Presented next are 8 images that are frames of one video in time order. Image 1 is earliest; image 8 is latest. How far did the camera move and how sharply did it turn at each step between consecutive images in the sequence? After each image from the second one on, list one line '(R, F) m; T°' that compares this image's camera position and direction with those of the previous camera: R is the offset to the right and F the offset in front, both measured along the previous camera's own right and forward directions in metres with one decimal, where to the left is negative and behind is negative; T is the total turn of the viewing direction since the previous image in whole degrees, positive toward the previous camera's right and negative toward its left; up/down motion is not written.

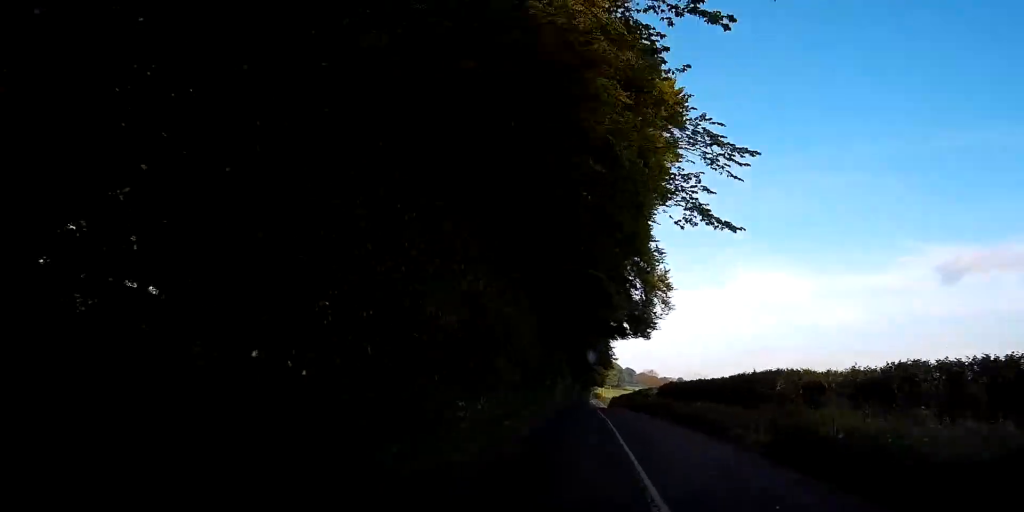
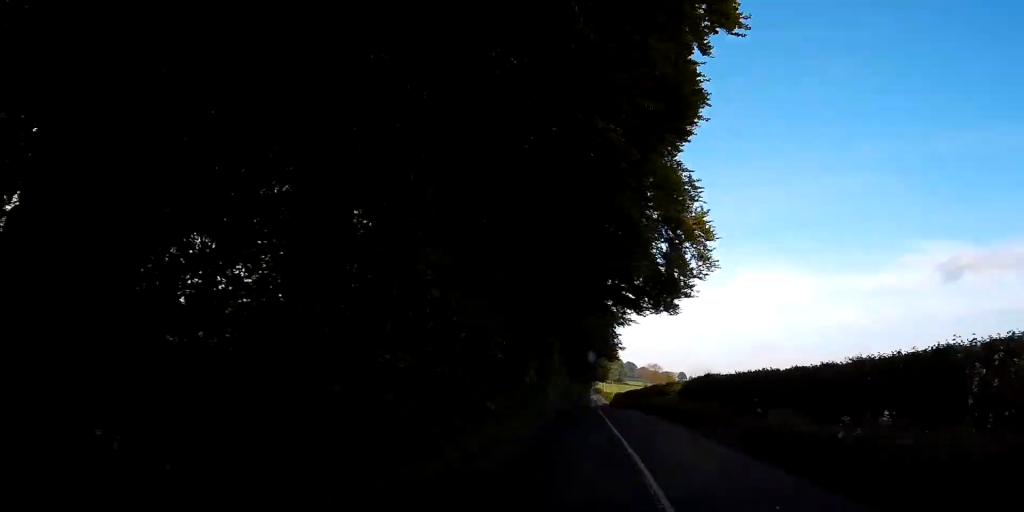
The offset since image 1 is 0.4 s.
(-0.1, +11.3) m; 0°
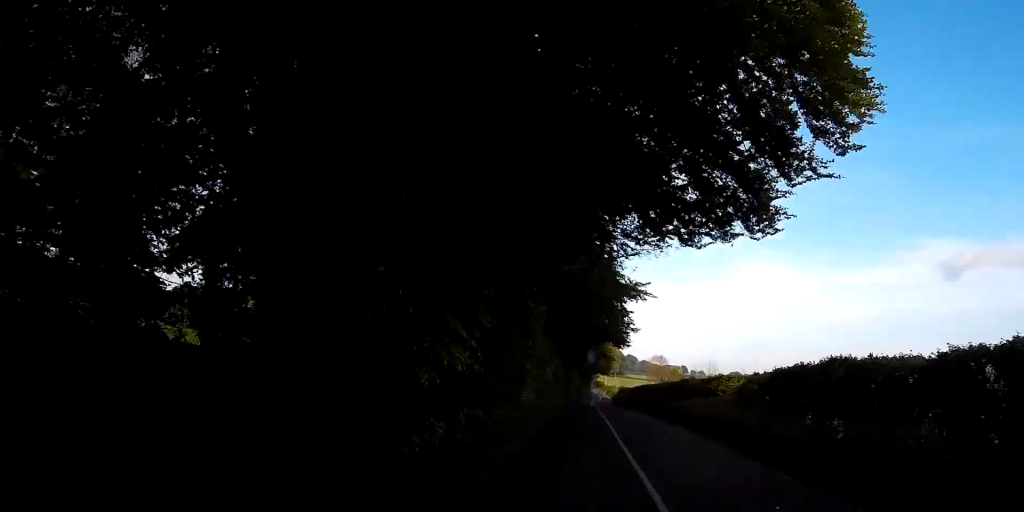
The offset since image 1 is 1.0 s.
(+0.2, +14.0) m; +1°
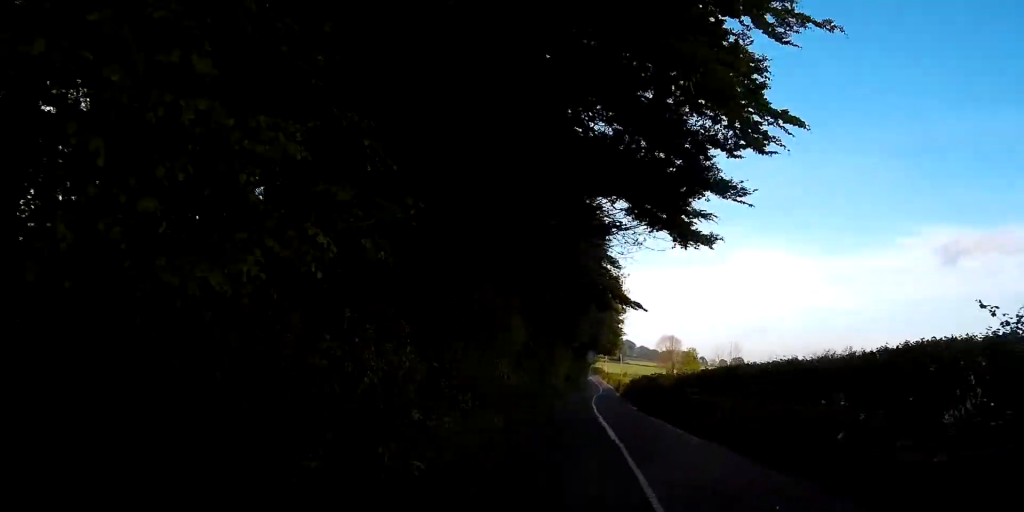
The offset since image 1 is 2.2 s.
(+0.2, +33.4) m; 0°
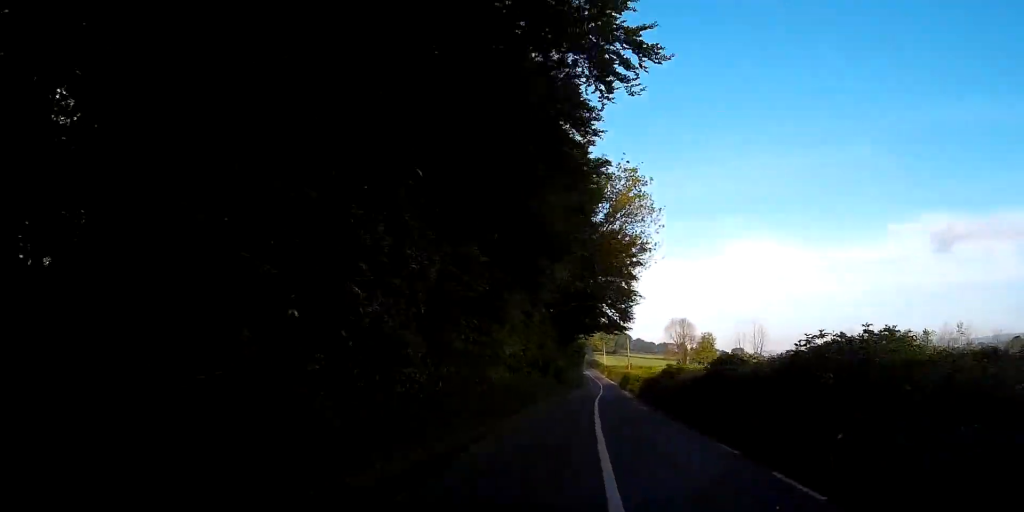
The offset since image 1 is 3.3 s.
(-0.4, +28.5) m; +1°
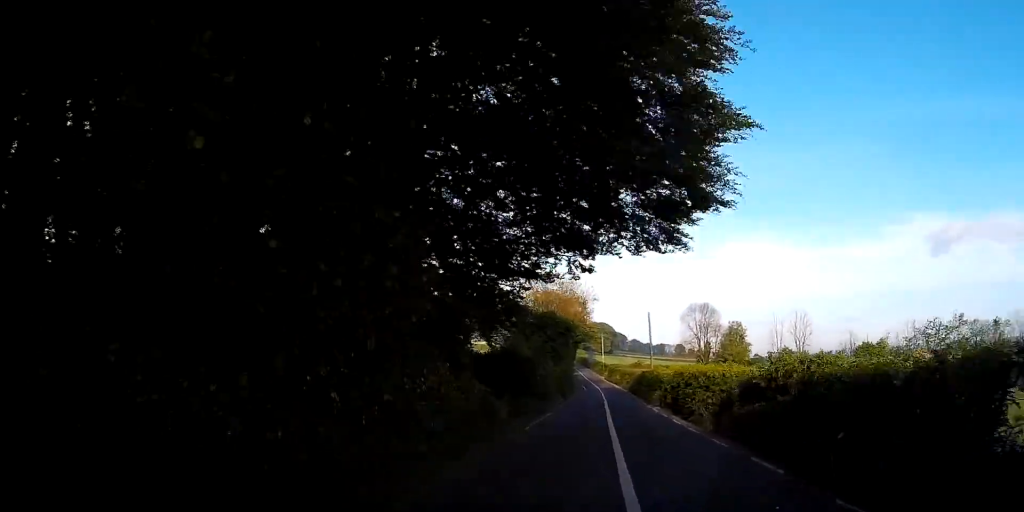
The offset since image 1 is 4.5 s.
(+0.8, +31.4) m; +1°
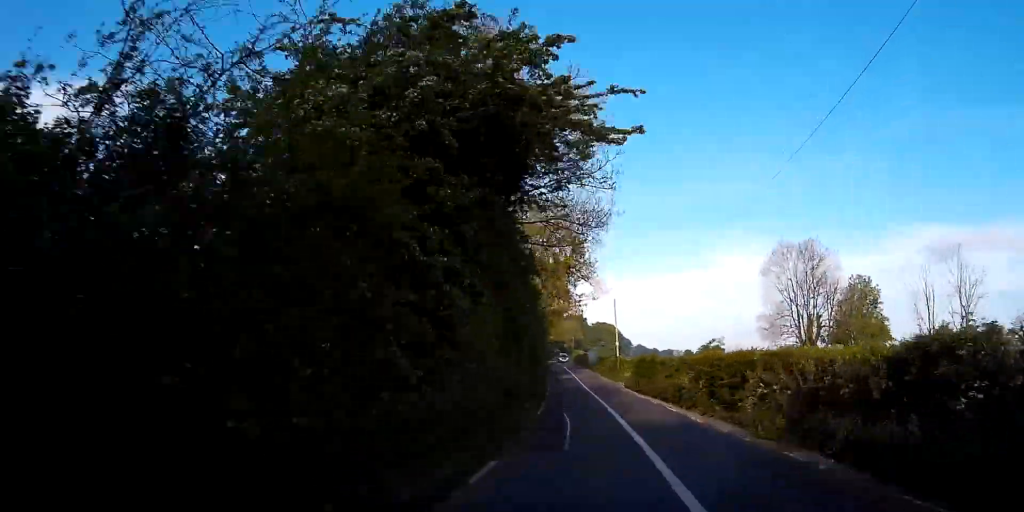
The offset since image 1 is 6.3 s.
(-1.4, +50.6) m; -3°
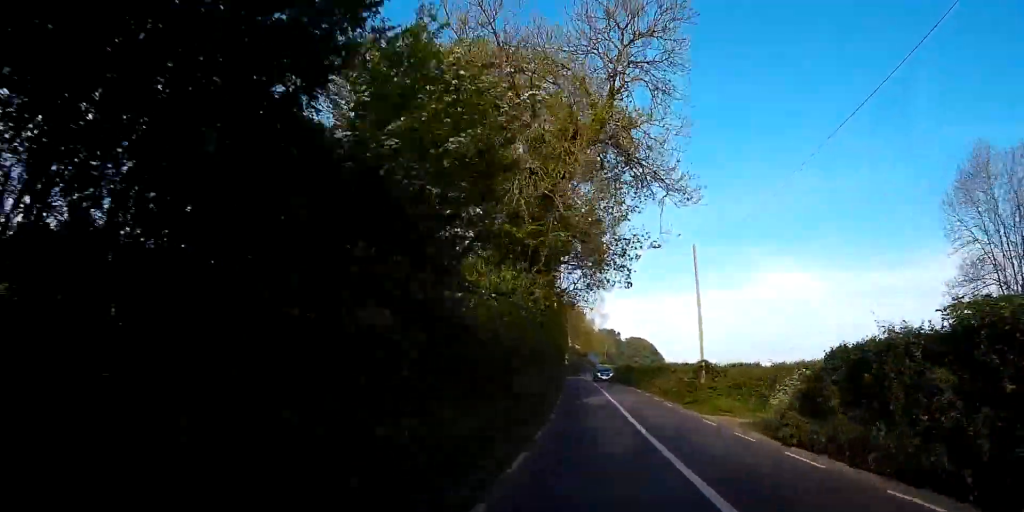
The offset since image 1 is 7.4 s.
(-0.1, +28.0) m; -1°
